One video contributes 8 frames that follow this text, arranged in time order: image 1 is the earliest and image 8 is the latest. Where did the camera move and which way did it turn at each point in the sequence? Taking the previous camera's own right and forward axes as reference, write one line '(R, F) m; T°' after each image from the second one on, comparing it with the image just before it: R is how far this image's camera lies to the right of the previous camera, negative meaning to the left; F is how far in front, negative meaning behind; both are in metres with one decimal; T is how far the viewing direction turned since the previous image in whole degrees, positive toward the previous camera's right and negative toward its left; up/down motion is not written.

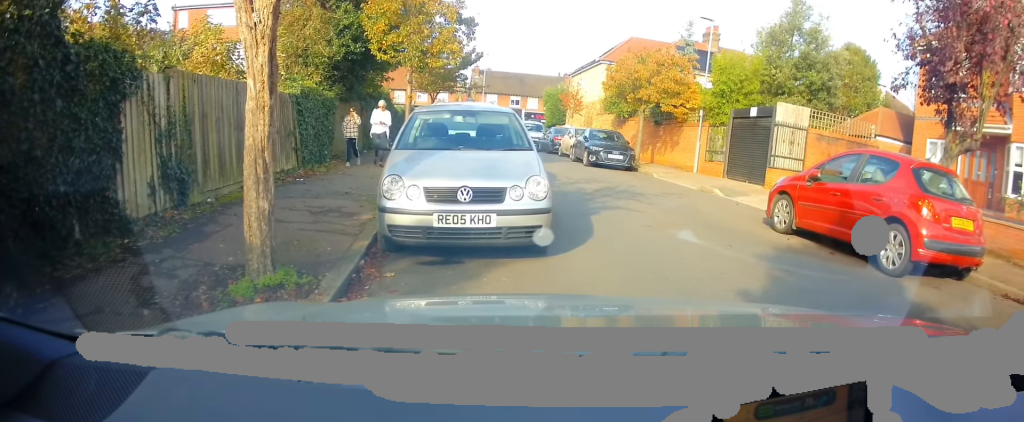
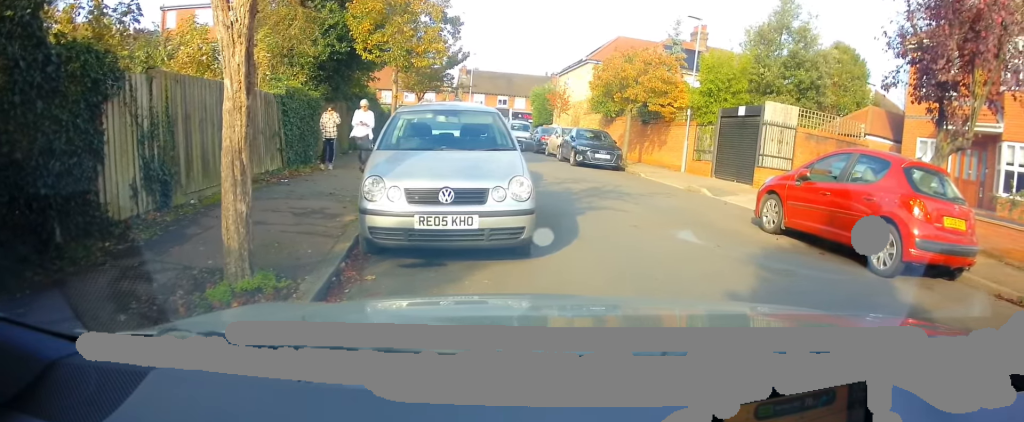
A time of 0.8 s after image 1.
(0.0, 0.0) m; 0°
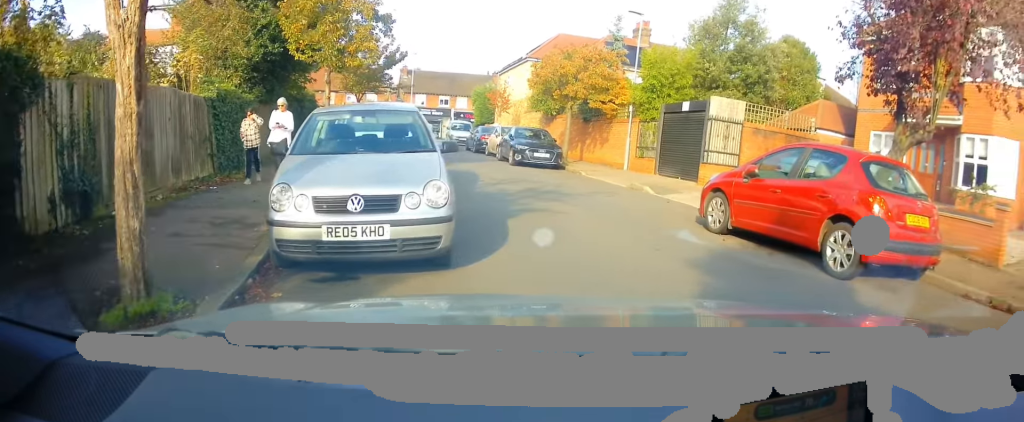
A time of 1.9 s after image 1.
(0.0, 0.0) m; 0°
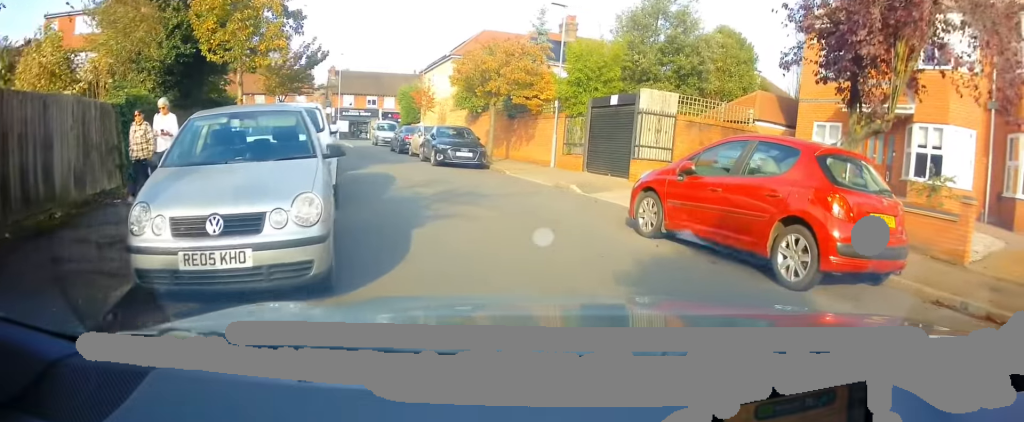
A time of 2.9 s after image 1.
(+0.2, +0.3) m; 0°
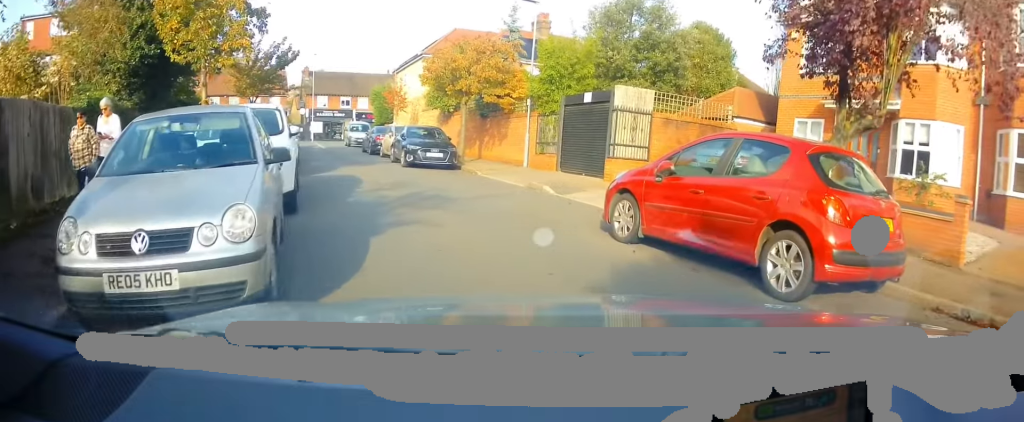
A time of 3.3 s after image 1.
(+0.2, +0.4) m; 0°
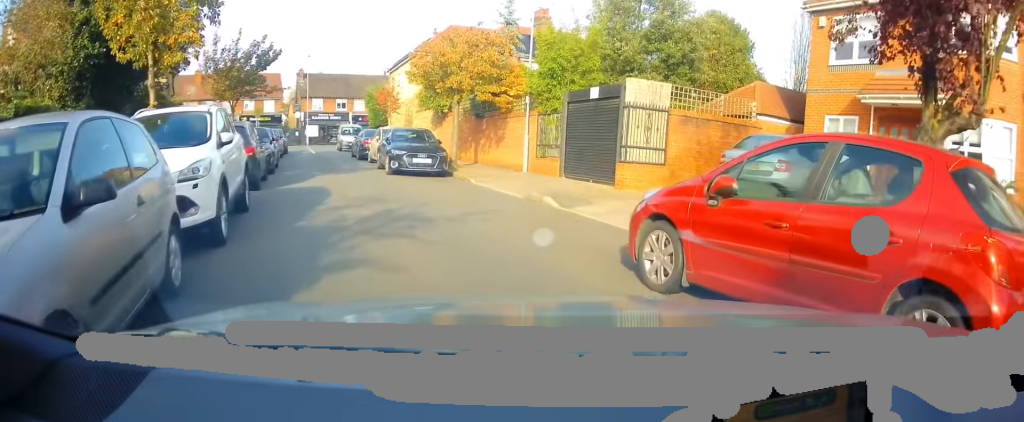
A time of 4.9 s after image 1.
(0.0, +1.8) m; 0°
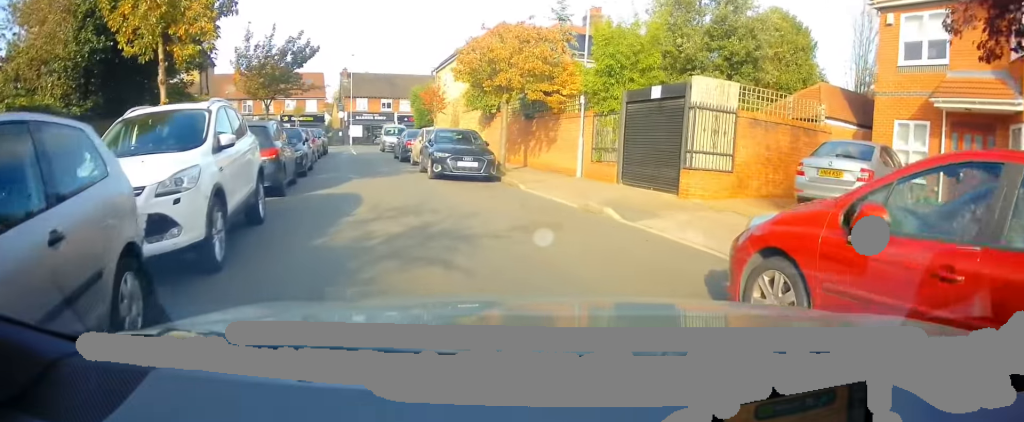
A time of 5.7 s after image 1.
(+0.2, +1.2) m; -1°
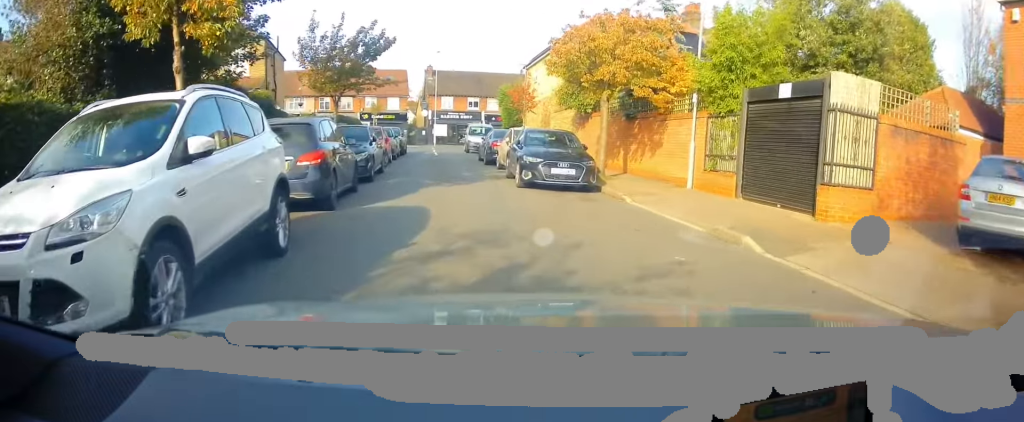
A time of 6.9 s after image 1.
(-0.2, +2.0) m; -14°
